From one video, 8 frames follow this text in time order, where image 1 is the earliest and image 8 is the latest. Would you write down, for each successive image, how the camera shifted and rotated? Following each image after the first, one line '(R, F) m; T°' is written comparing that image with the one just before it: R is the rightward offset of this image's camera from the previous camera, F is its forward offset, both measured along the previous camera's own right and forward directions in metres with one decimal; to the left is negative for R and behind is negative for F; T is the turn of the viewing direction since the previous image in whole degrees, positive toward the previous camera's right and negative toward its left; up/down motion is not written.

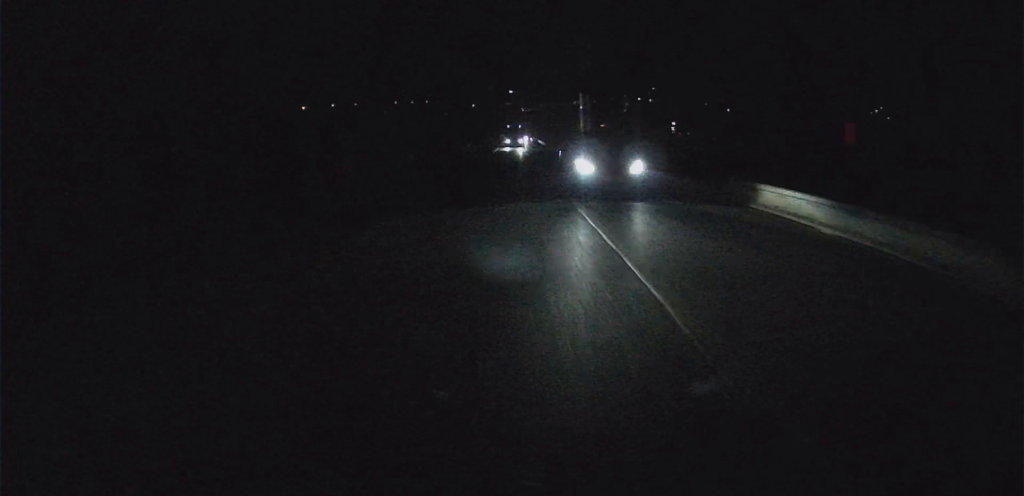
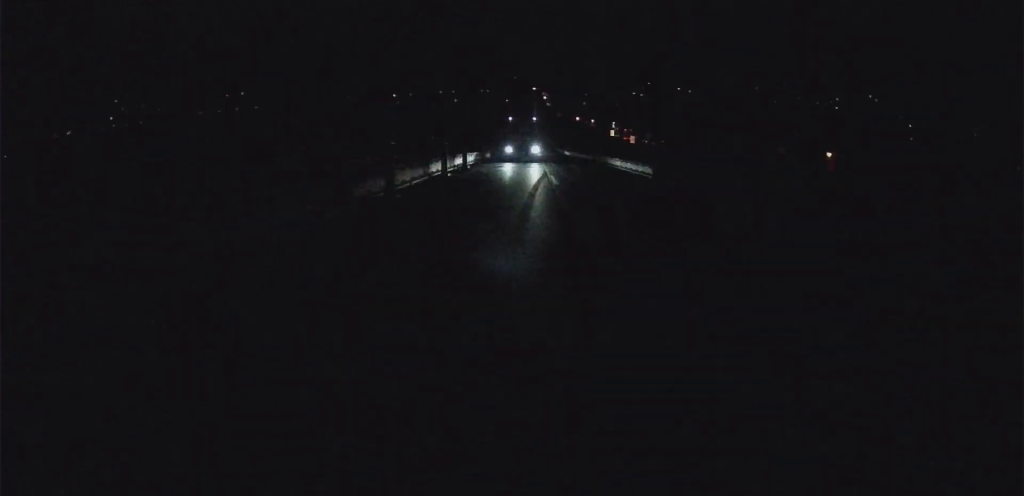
(-2.6, +157.0) m; -1°
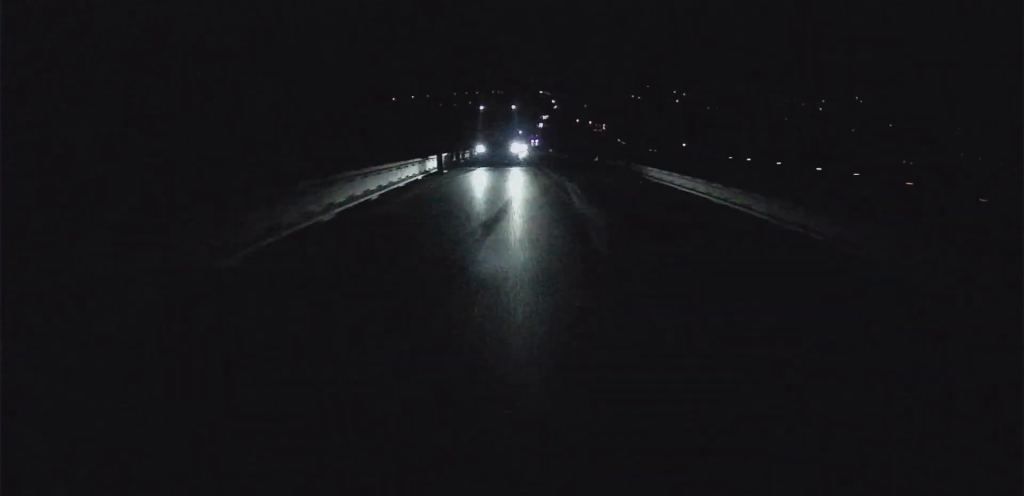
(-2.1, +67.6) m; 0°
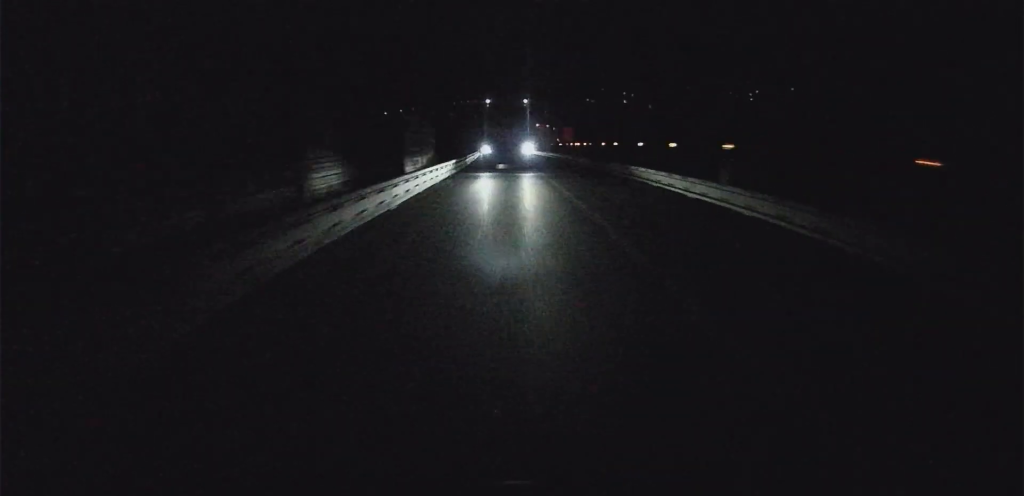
(+3.3, +176.1) m; +2°
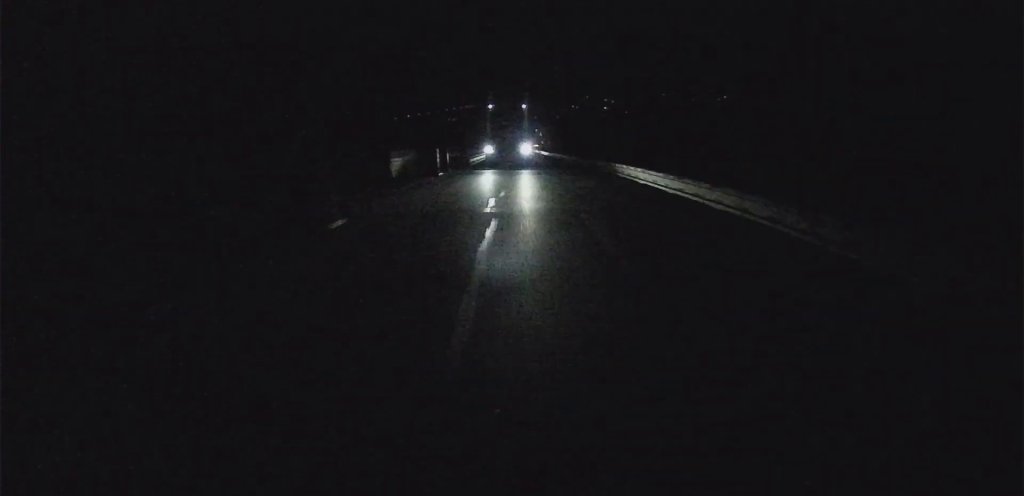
(+1.5, +128.7) m; +1°
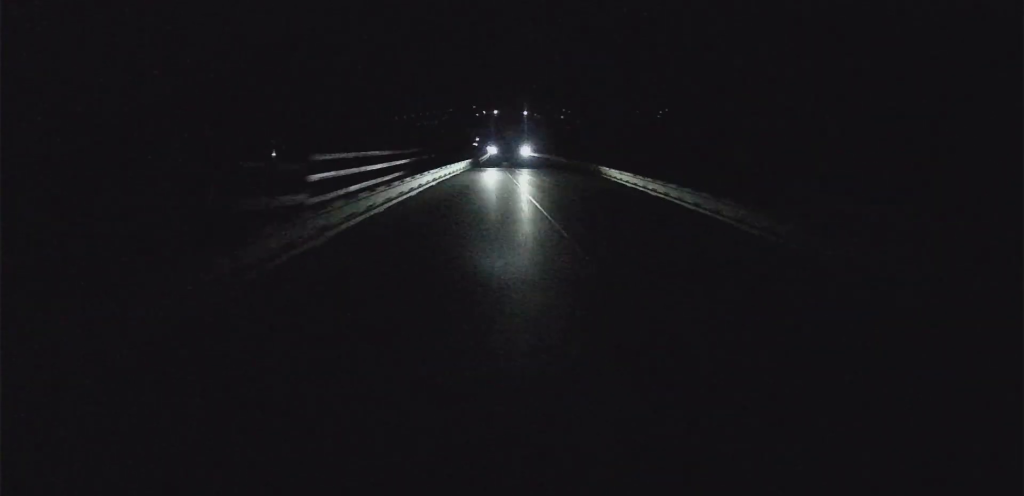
(+1.3, +207.2) m; 0°
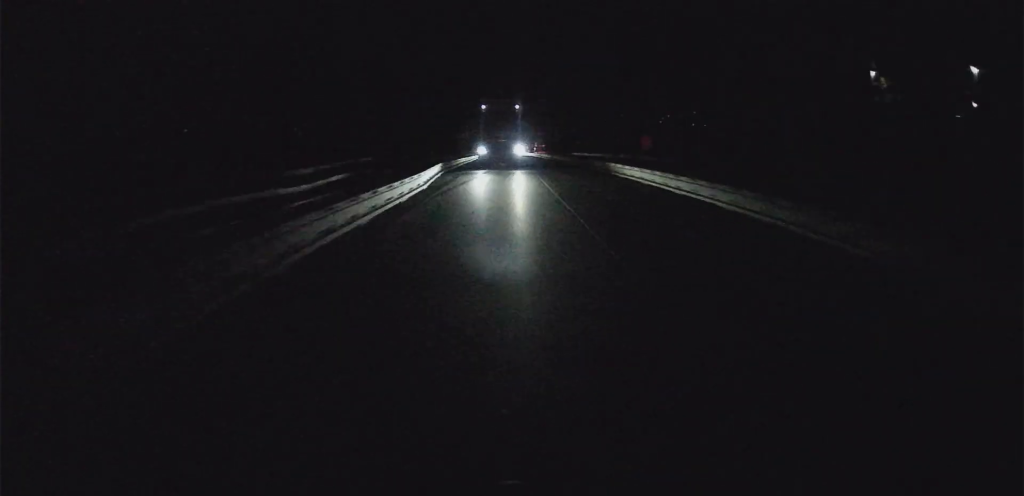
(-0.5, +197.2) m; +2°
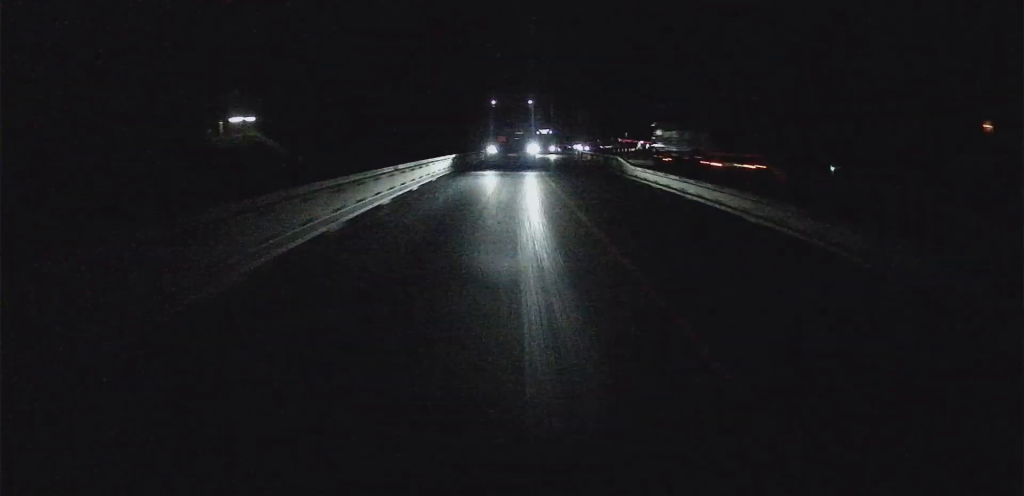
(+13.1, +415.8) m; 0°
